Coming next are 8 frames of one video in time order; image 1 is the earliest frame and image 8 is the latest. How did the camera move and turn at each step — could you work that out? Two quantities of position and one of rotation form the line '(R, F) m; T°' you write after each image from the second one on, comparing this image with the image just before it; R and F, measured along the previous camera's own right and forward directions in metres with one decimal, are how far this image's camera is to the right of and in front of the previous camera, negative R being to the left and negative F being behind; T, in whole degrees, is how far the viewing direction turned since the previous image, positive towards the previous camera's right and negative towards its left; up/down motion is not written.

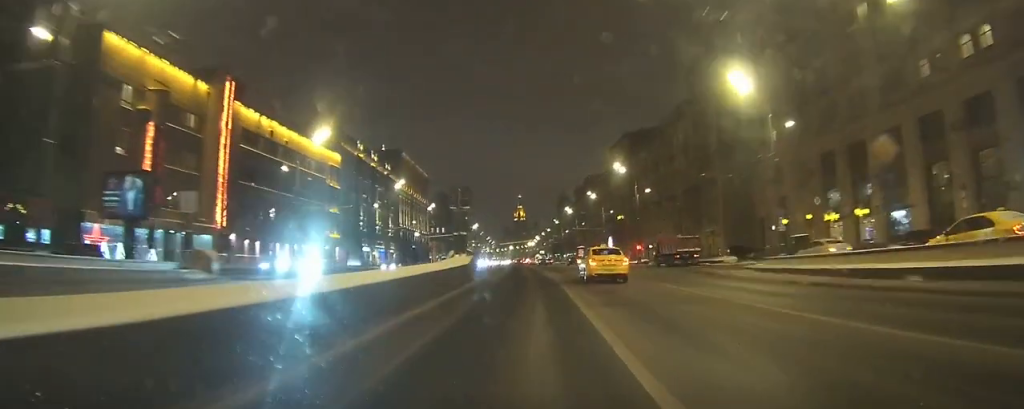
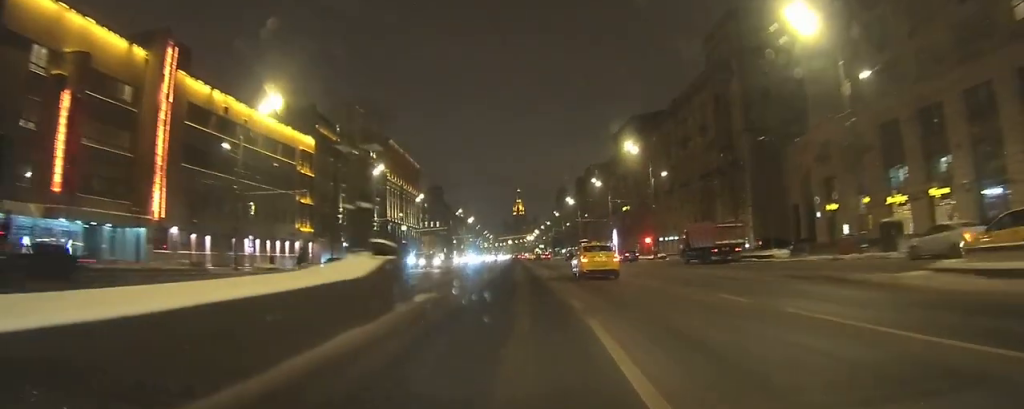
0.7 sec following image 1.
(0.0, +10.4) m; 0°
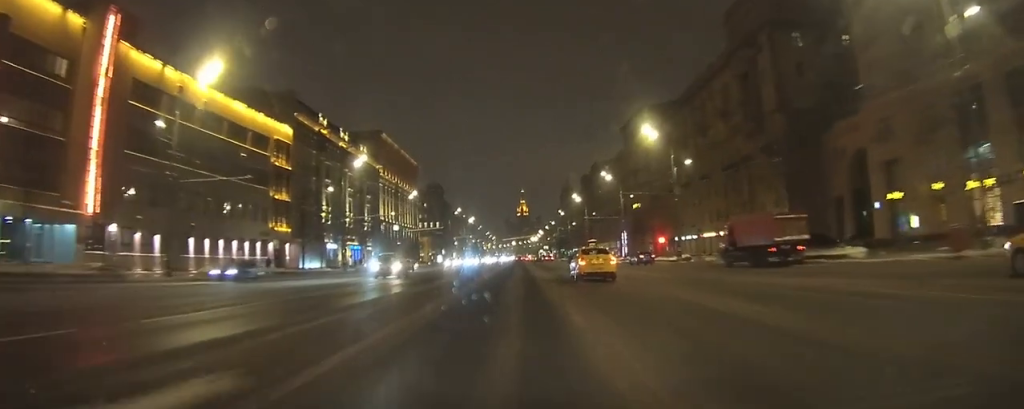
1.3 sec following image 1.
(0.0, +9.7) m; -1°
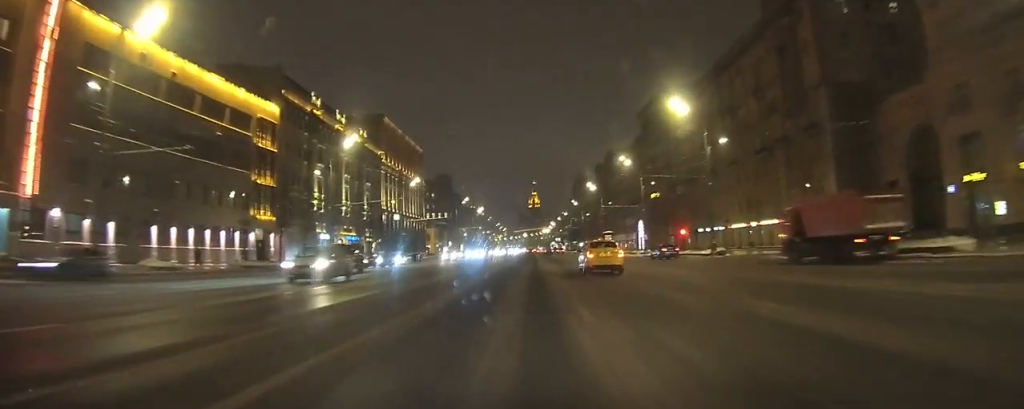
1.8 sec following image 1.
(0.0, +8.4) m; -1°
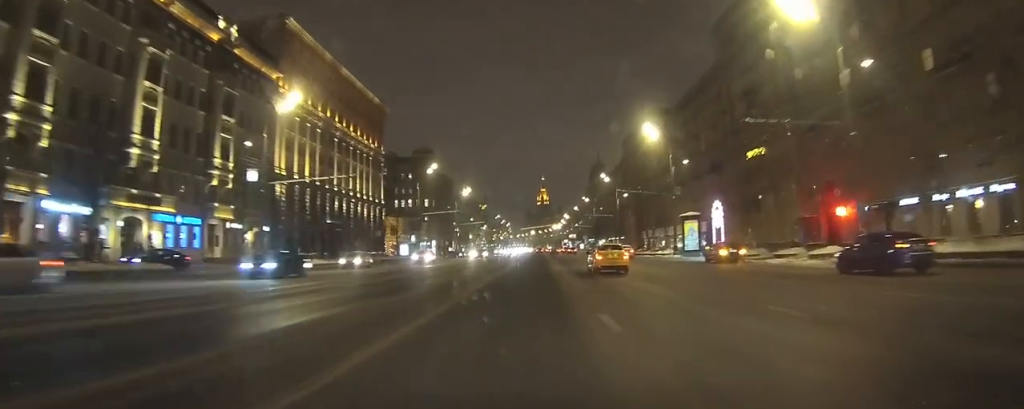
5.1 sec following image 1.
(-1.0, +60.5) m; -1°
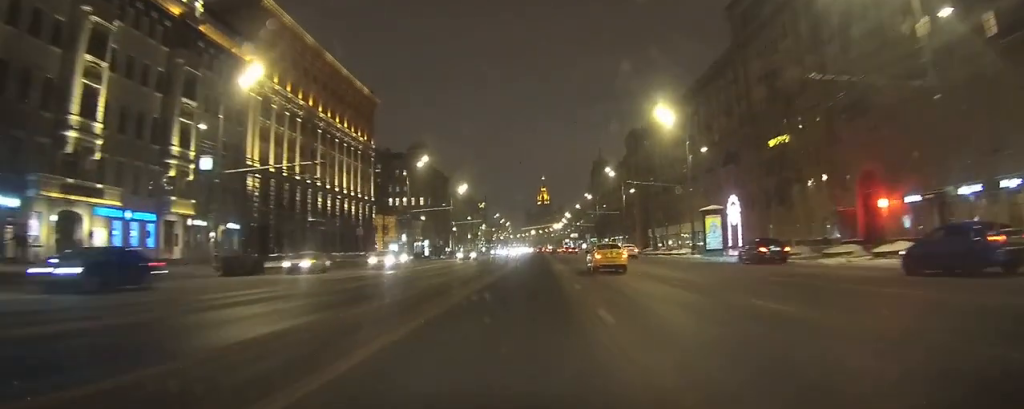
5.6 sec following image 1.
(0.0, +8.5) m; 0°
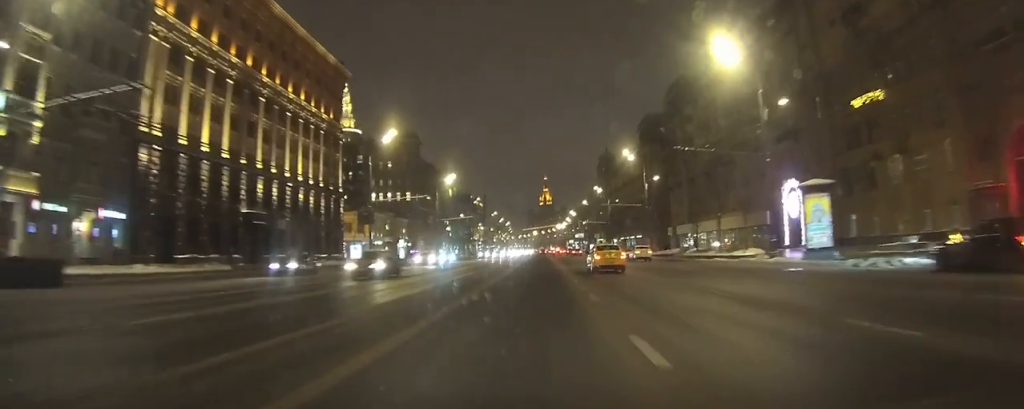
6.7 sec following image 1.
(+0.1, +23.3) m; 0°
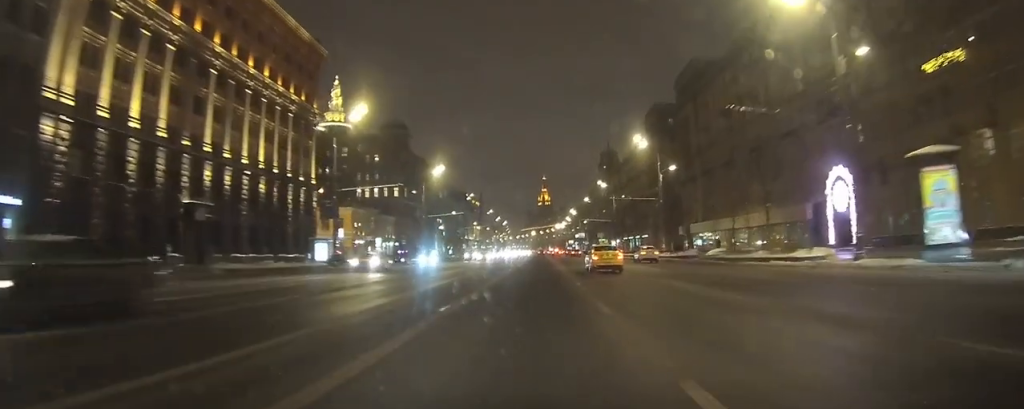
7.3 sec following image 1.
(0.0, +13.0) m; 0°
